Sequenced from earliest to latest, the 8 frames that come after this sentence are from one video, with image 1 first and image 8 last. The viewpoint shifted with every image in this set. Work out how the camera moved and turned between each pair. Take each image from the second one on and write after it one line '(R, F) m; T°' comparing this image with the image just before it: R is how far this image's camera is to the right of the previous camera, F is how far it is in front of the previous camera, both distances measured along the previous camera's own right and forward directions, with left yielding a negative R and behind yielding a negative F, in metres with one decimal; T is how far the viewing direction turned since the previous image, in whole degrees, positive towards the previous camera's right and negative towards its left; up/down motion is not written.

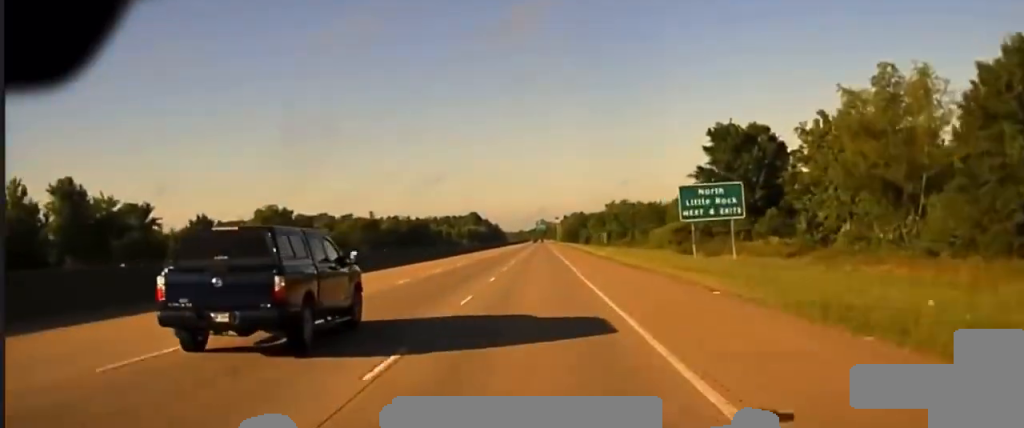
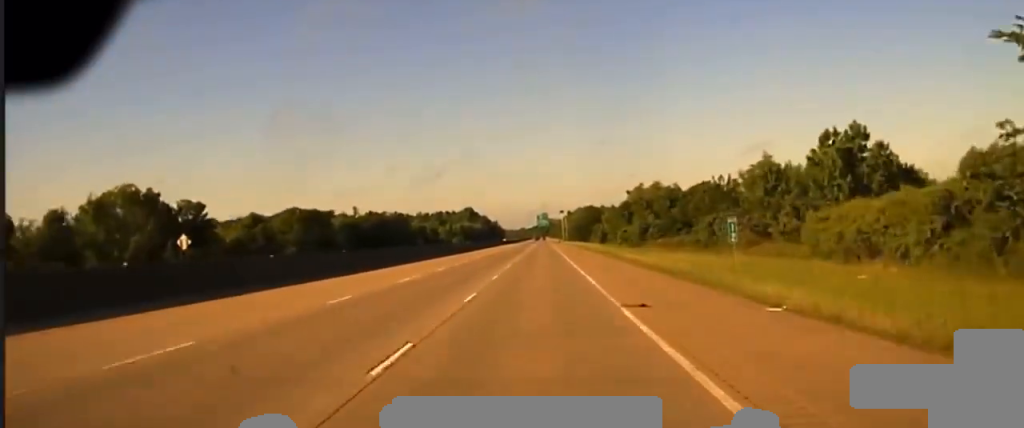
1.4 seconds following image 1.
(-0.2, +69.7) m; 0°
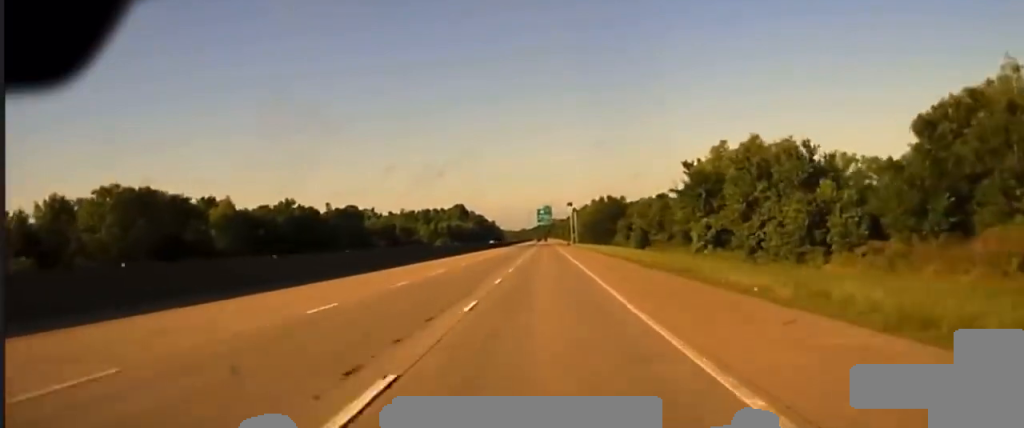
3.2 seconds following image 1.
(-0.1, +75.1) m; 0°
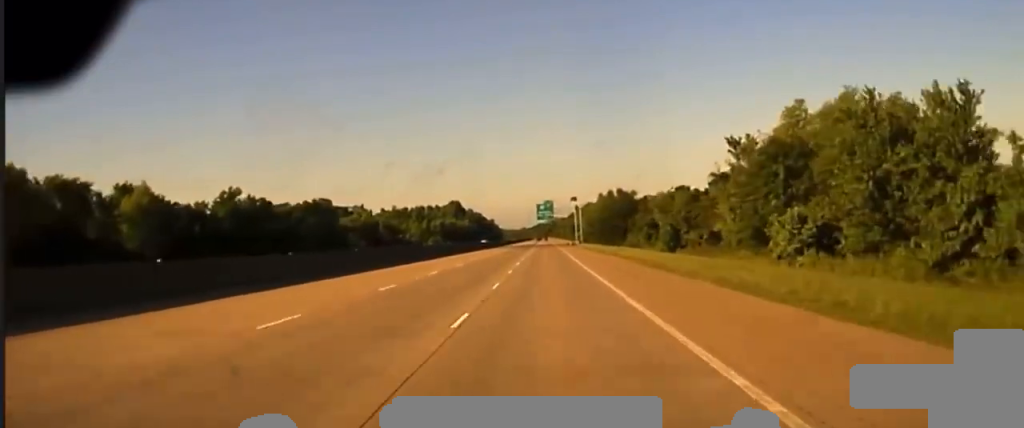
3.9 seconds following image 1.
(0.0, +24.7) m; 0°
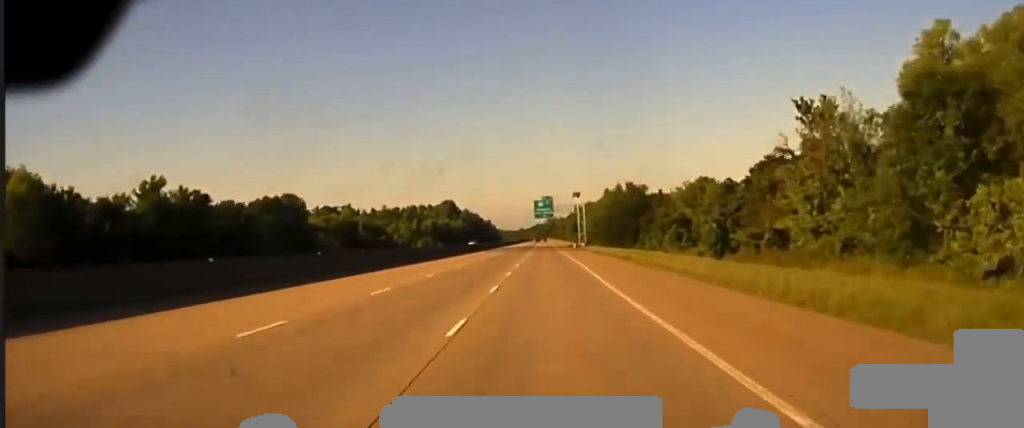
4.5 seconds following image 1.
(0.0, +22.2) m; 0°
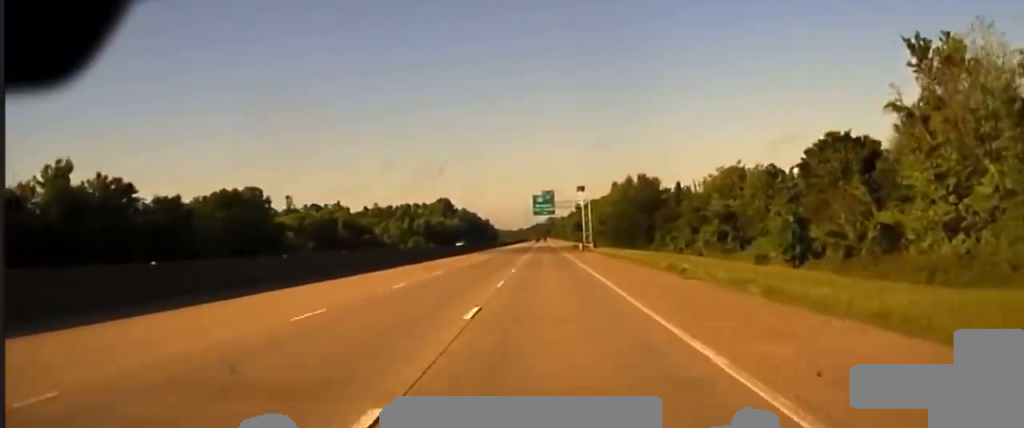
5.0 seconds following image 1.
(0.0, +18.8) m; 0°
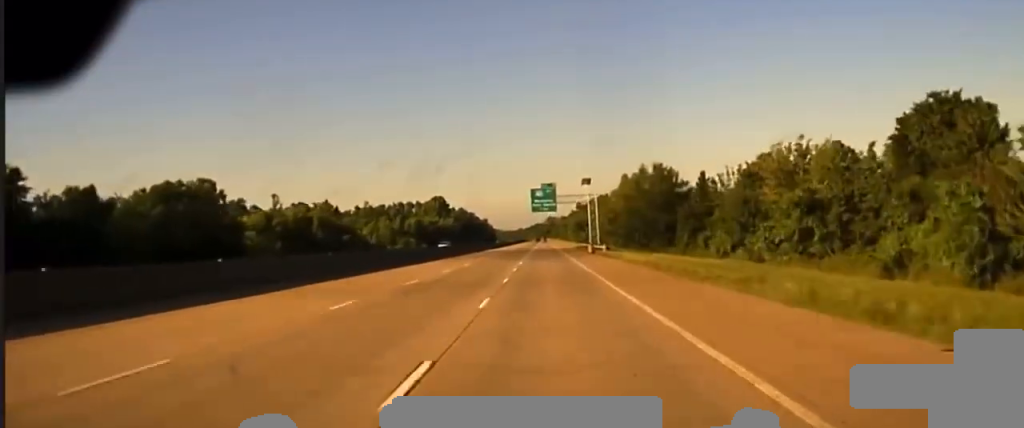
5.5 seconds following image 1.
(+0.1, +20.3) m; 0°
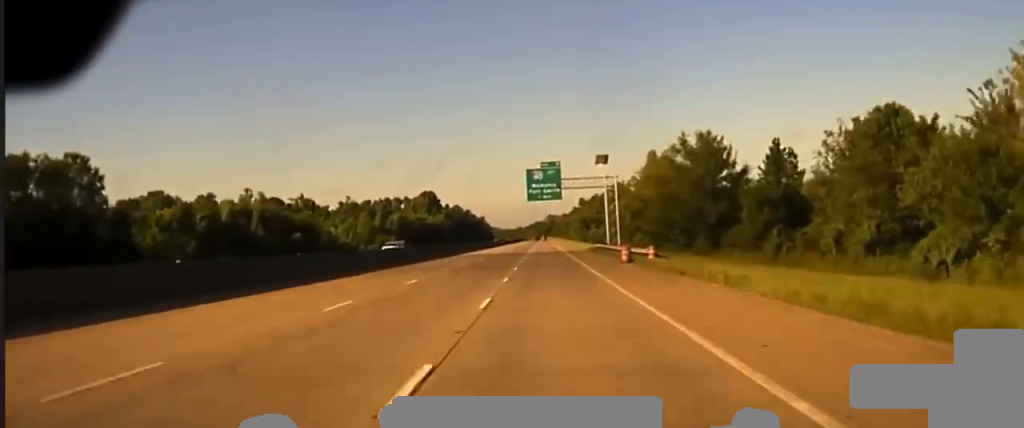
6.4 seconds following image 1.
(+0.1, +36.7) m; 0°
